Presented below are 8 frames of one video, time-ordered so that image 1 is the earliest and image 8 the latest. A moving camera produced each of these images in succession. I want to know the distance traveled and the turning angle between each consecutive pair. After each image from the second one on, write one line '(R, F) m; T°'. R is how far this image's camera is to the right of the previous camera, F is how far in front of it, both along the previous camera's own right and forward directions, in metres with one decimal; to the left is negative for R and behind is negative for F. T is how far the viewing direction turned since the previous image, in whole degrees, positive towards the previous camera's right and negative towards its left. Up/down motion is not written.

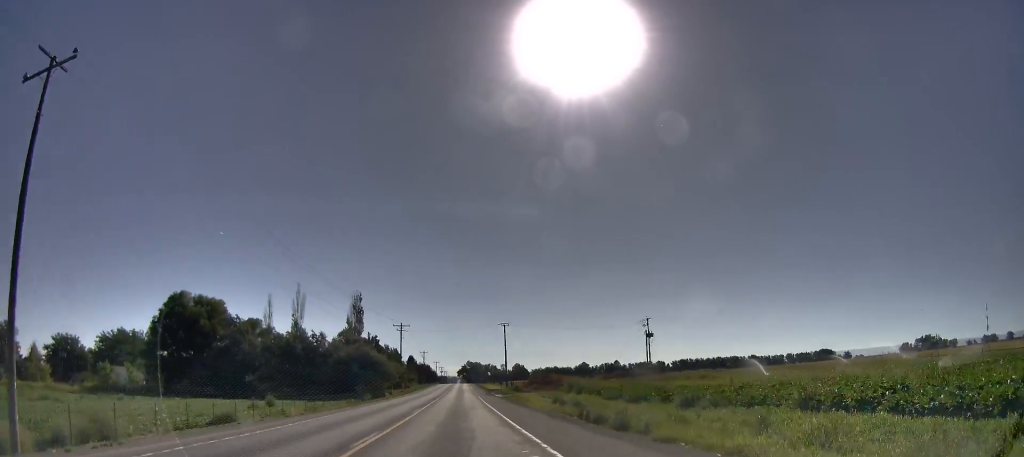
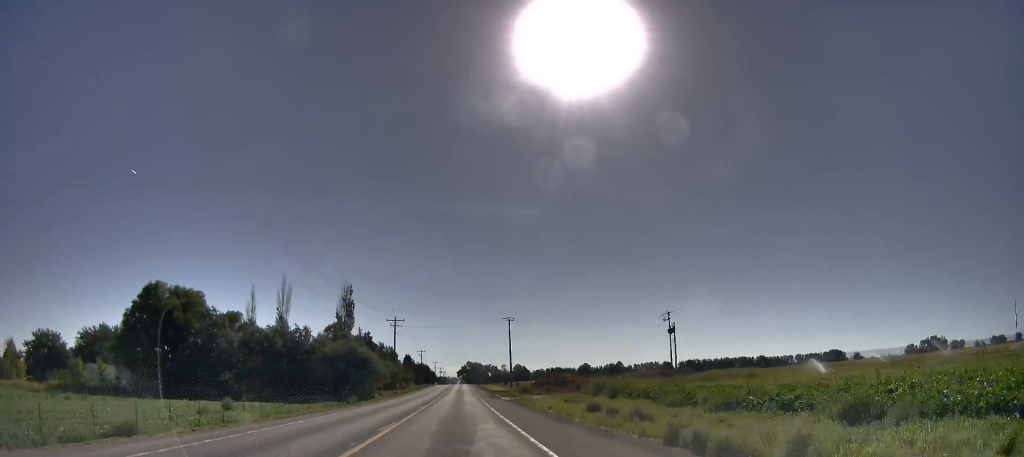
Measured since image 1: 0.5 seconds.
(0.0, +10.5) m; 0°
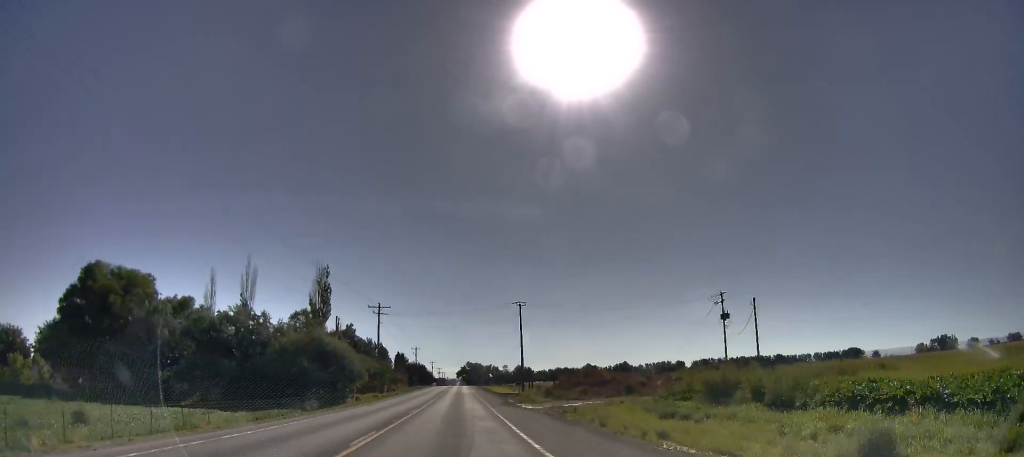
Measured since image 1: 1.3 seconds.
(0.0, +19.4) m; 0°
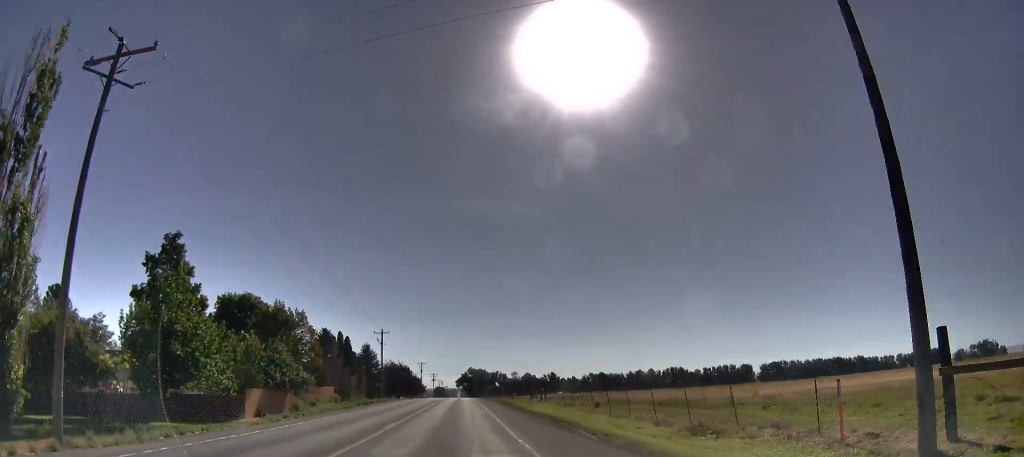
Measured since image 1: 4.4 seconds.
(-0.2, +69.1) m; -1°
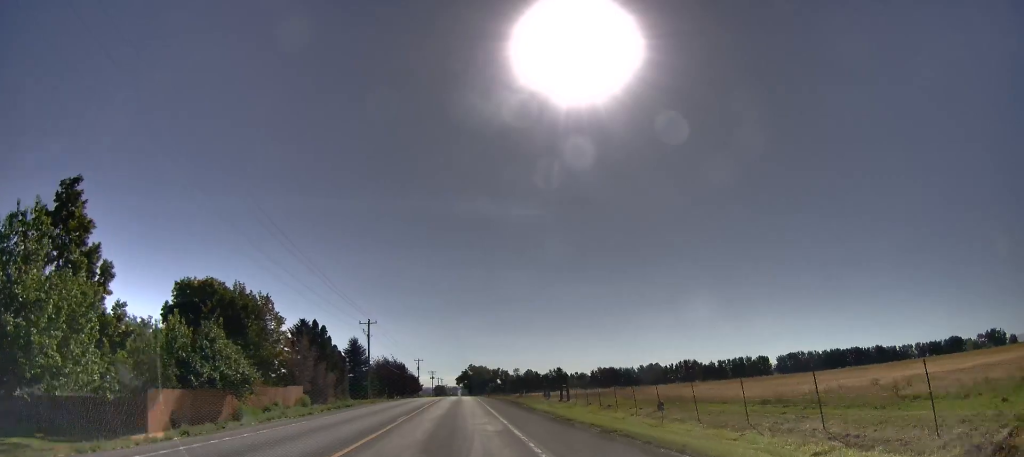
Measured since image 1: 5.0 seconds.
(-0.3, +12.7) m; 0°
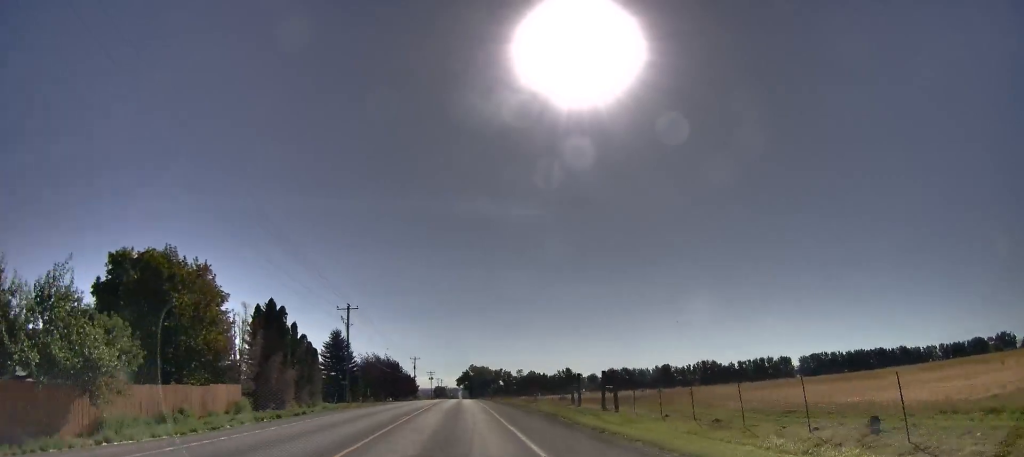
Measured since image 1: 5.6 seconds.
(+0.1, +14.8) m; +1°
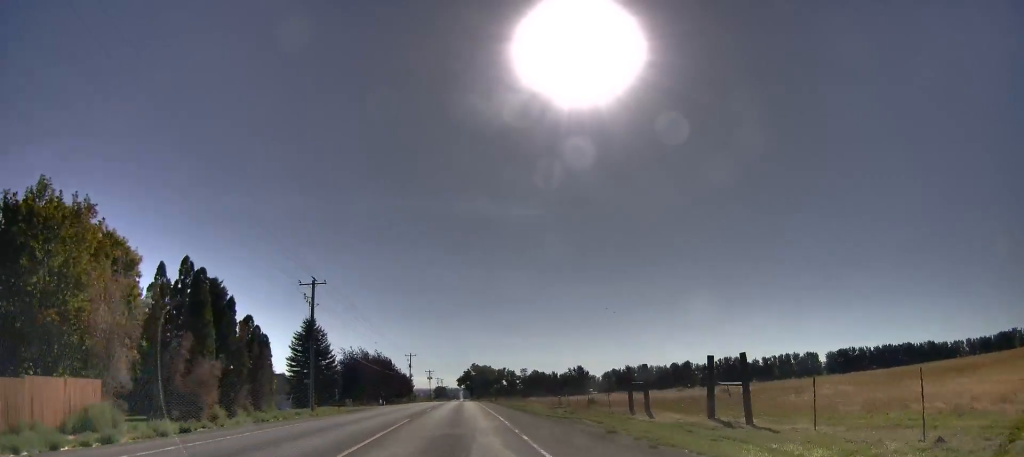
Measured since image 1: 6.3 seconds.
(+0.2, +15.6) m; +2°
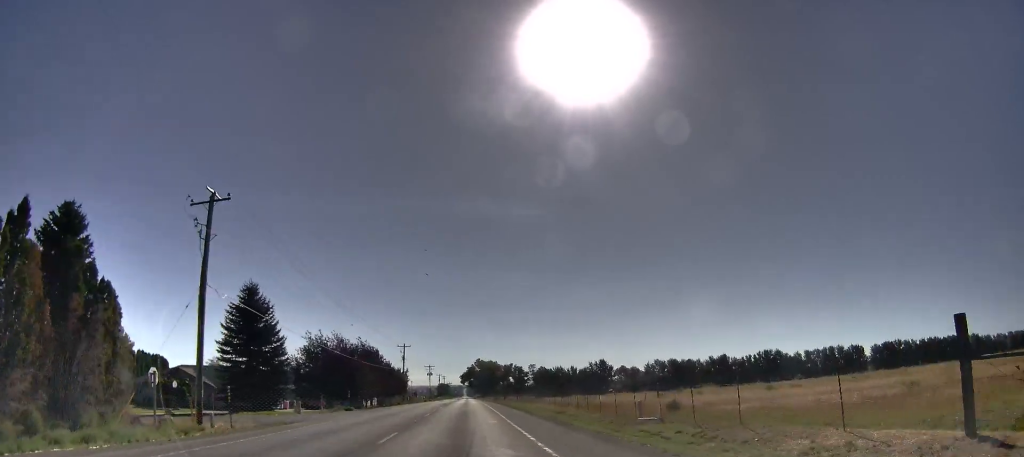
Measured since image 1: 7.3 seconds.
(+0.5, +21.5) m; 0°
